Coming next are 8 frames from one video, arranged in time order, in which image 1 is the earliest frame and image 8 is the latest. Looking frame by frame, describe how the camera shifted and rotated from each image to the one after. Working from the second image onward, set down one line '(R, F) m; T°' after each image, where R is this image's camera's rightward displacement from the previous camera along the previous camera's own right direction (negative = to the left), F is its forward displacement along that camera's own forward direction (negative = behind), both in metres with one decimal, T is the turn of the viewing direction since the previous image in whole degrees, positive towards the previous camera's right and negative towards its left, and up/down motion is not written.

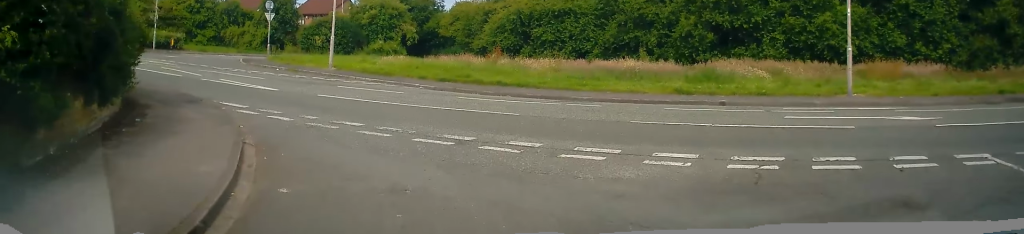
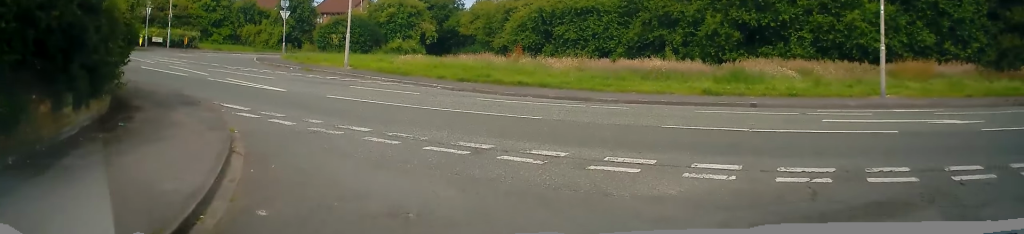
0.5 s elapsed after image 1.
(0.0, +0.9) m; -10°
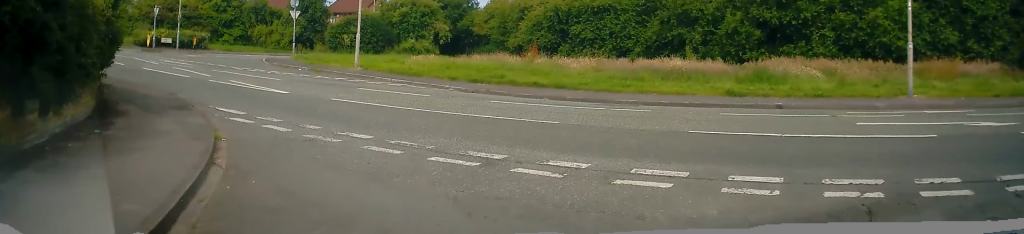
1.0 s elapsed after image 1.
(-0.3, +0.9) m; +1°
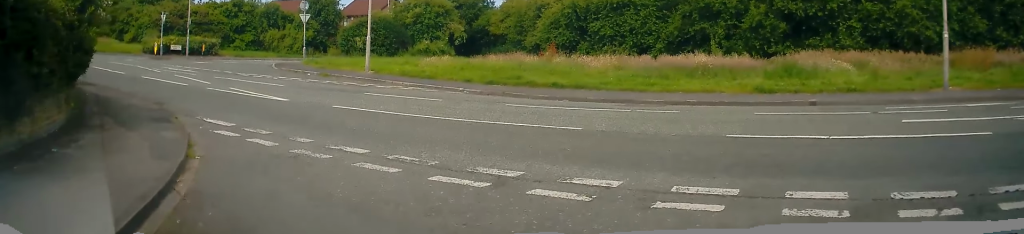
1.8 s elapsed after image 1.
(0.0, +1.1) m; +1°
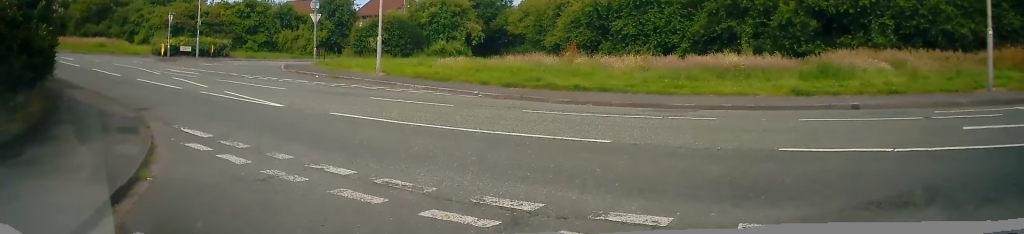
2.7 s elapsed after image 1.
(+0.2, +1.2) m; -2°
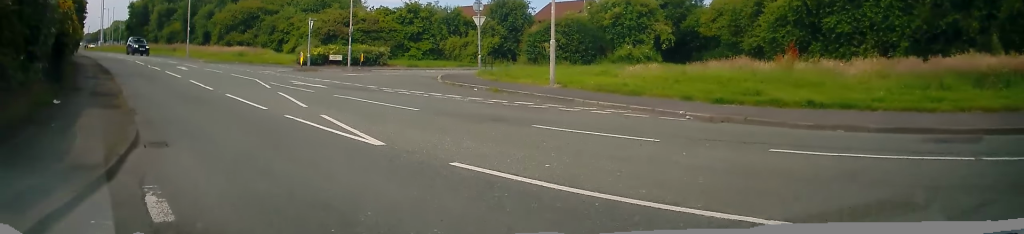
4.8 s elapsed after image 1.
(-0.6, +4.4) m; -17°
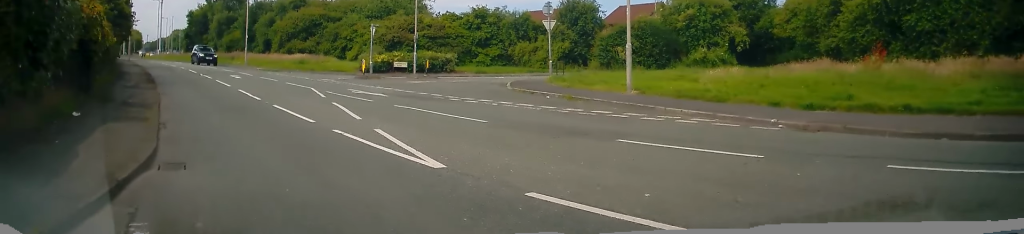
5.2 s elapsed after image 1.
(0.0, +1.2) m; -9°
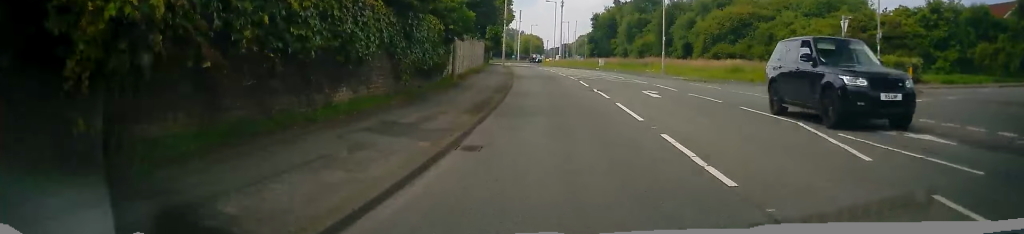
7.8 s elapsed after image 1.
(-3.8, +9.4) m; -32°
